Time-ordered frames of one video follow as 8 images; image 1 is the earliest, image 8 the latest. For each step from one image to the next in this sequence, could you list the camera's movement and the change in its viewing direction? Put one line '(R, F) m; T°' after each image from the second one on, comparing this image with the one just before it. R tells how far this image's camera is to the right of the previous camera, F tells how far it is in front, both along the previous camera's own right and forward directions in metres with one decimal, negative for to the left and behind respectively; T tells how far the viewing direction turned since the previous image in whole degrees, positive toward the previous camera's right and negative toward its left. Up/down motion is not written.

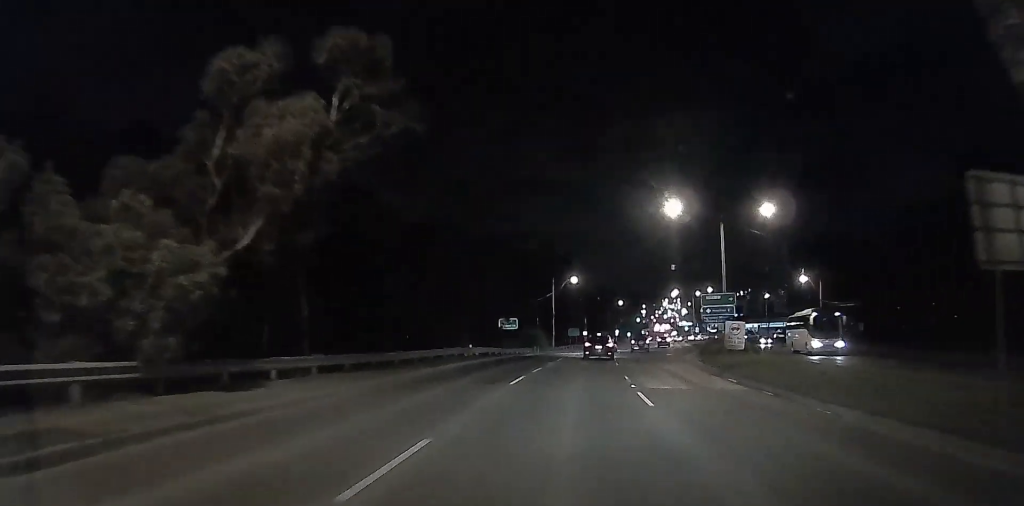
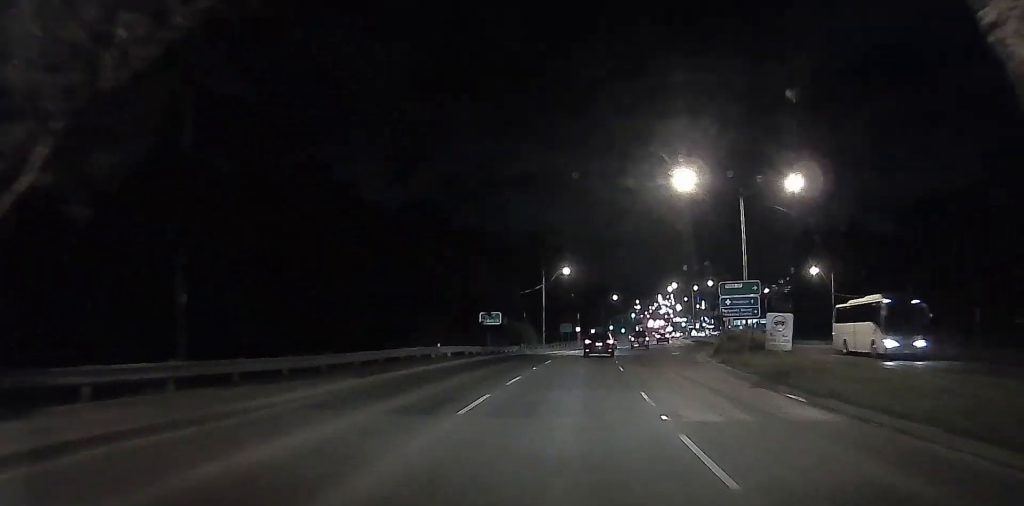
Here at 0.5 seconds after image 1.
(-0.3, +7.0) m; -1°
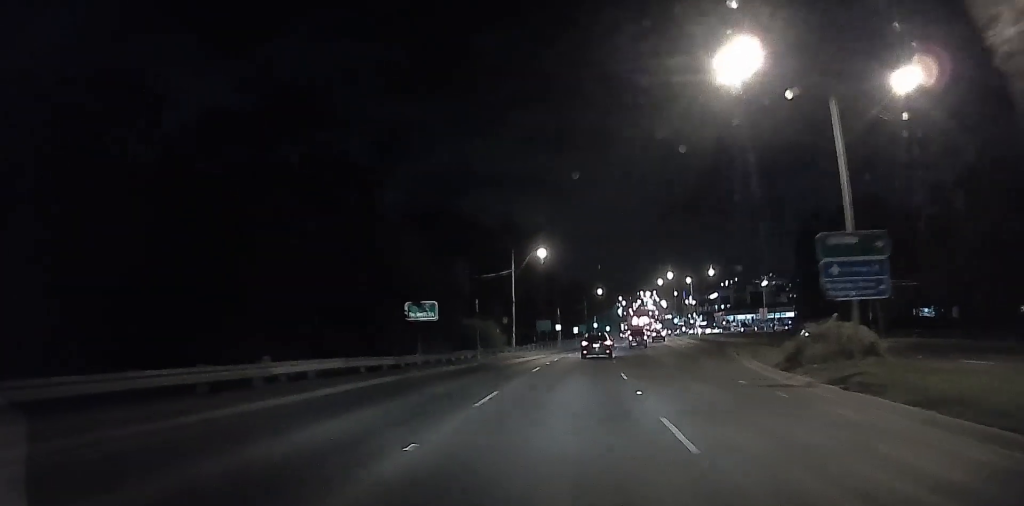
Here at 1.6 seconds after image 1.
(-0.3, +16.1) m; -3°
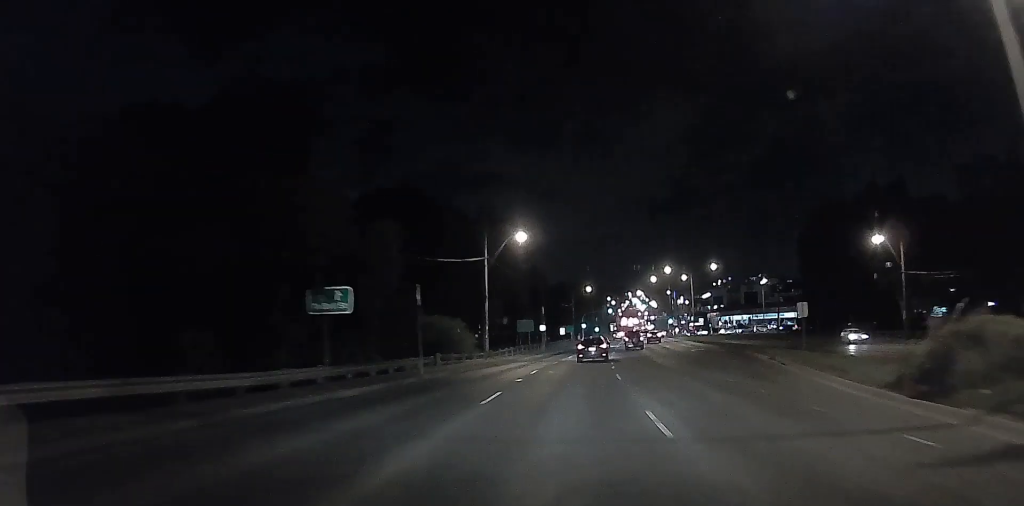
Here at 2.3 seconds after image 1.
(-0.2, +9.8) m; +1°
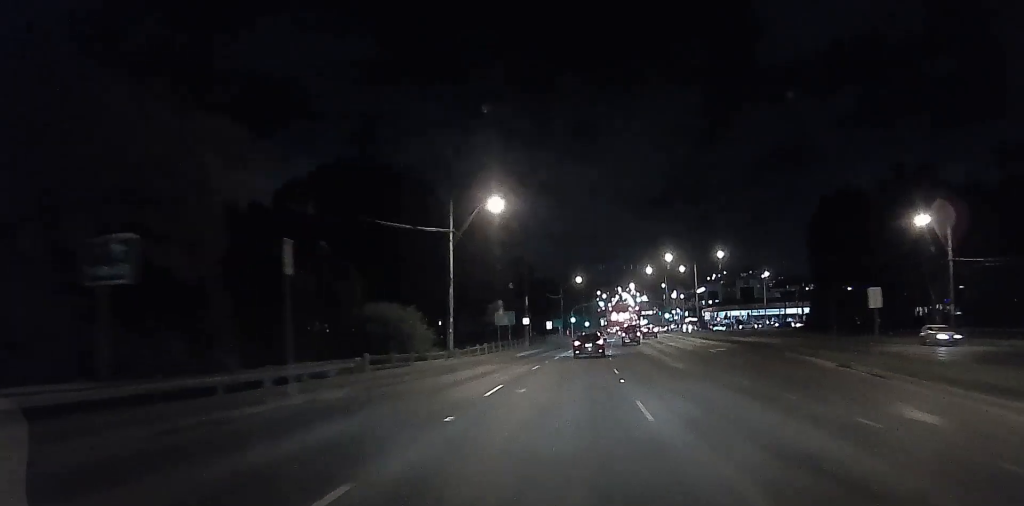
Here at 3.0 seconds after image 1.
(-0.4, +9.4) m; +2°
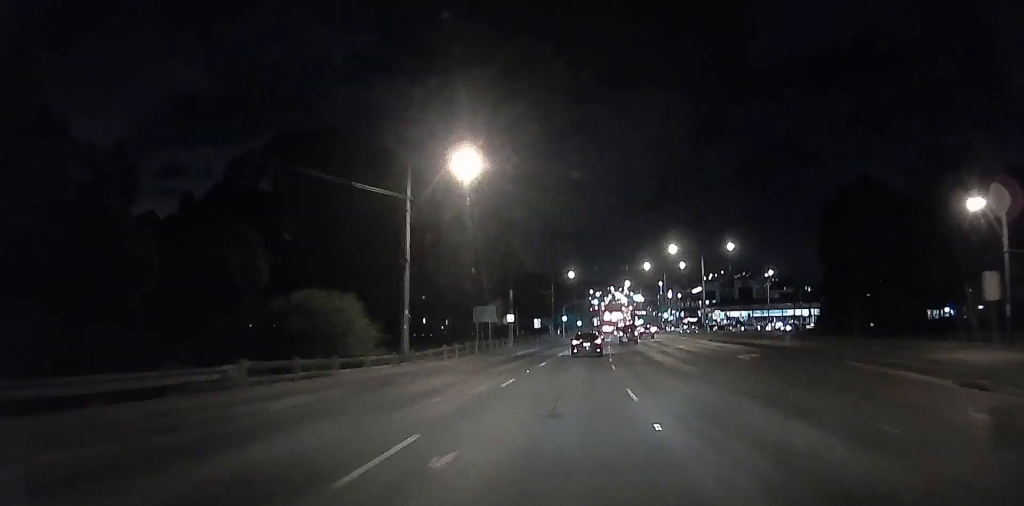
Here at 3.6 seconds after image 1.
(+0.9, +7.4) m; +1°
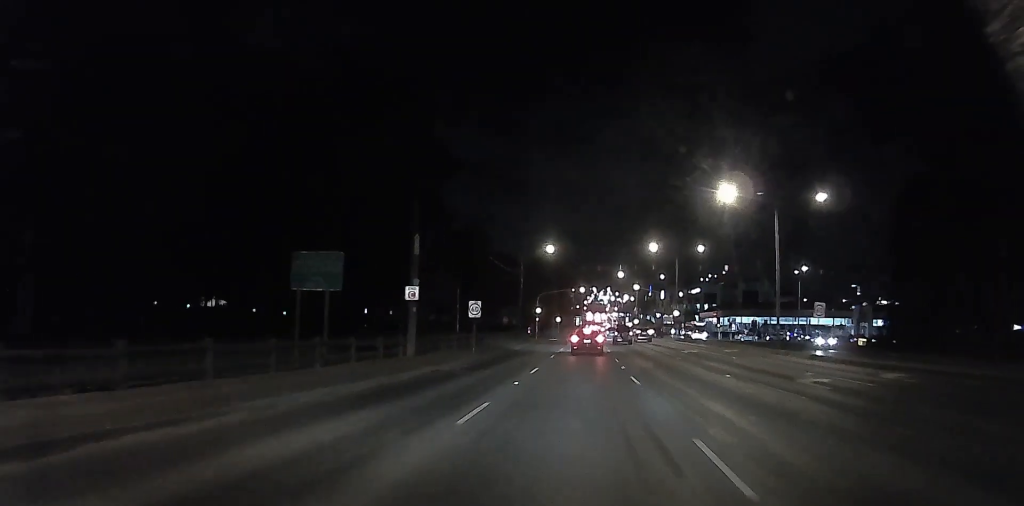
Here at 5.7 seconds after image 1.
(+0.7, +22.5) m; +2°
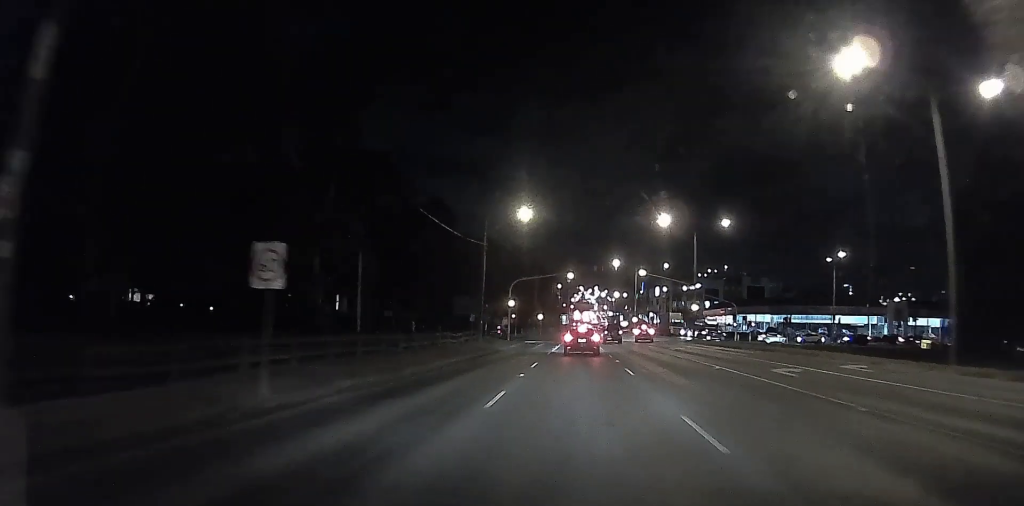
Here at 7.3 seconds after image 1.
(-1.6, +11.6) m; -2°
